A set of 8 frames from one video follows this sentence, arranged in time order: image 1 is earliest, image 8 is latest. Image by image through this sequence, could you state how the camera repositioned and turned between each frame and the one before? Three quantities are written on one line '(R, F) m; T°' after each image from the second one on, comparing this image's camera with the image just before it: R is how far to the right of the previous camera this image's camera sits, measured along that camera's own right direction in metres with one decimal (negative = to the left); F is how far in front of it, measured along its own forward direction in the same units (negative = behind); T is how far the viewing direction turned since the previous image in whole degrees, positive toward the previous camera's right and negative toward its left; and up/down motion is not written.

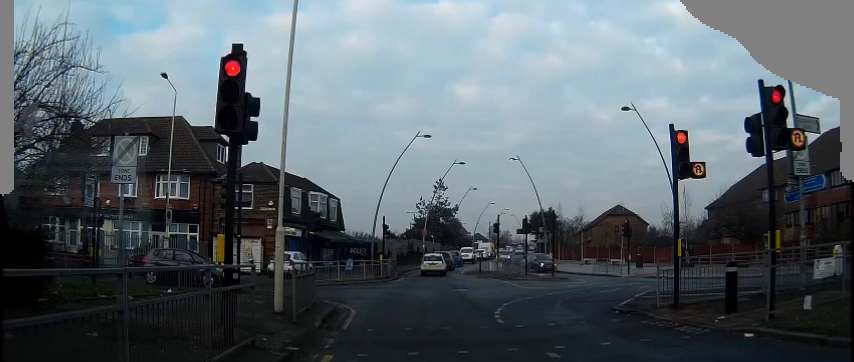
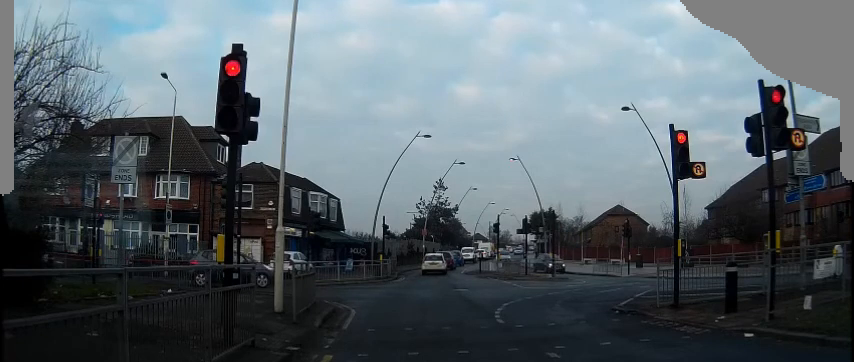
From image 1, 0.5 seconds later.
(+0.1, +0.3) m; 0°
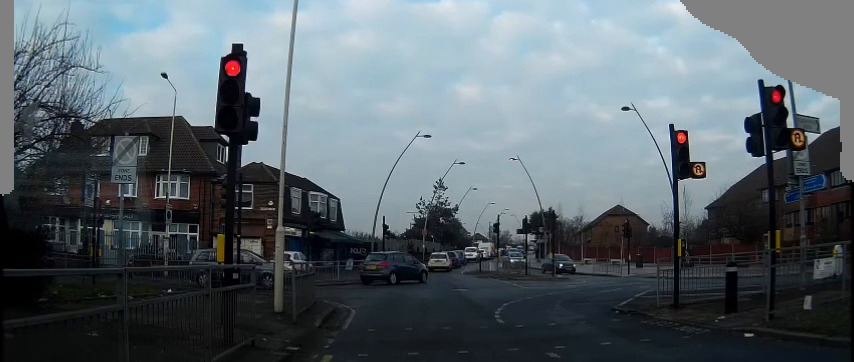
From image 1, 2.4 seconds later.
(+0.3, +0.4) m; 0°
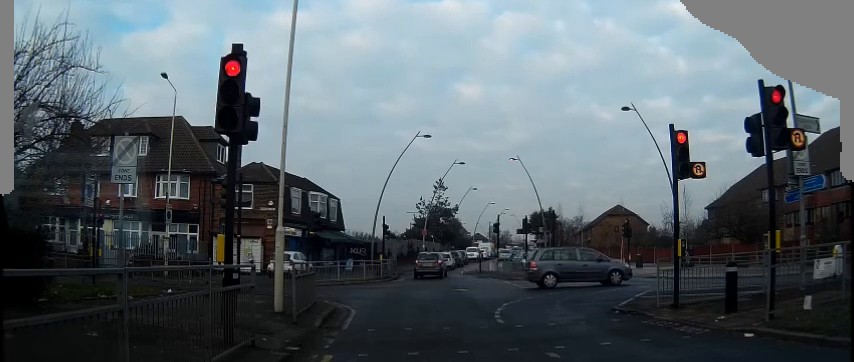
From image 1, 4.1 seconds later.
(+0.2, -0.1) m; 0°
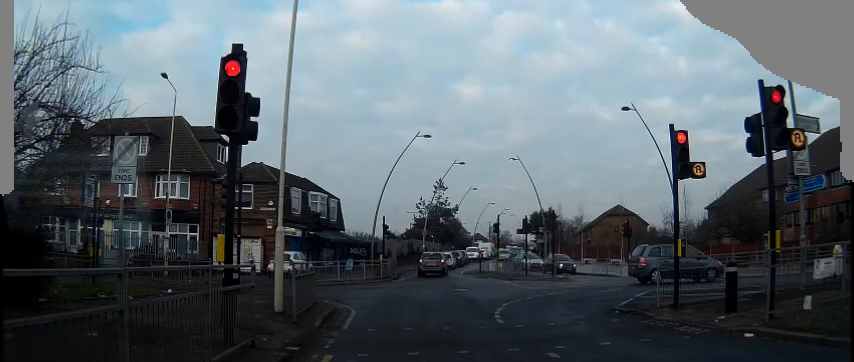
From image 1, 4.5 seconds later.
(0.0, 0.0) m; 0°
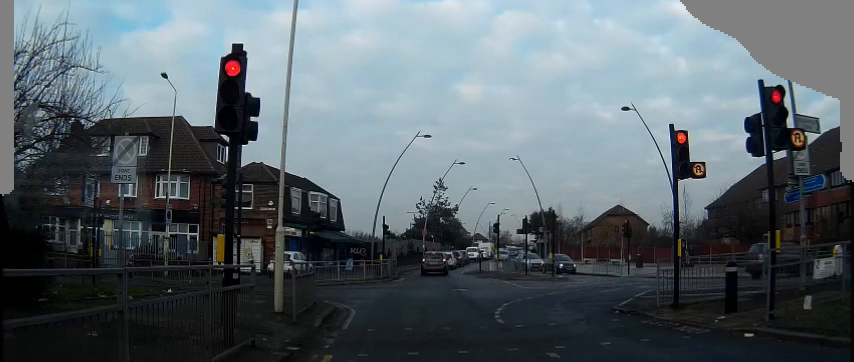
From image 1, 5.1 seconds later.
(0.0, 0.0) m; 0°
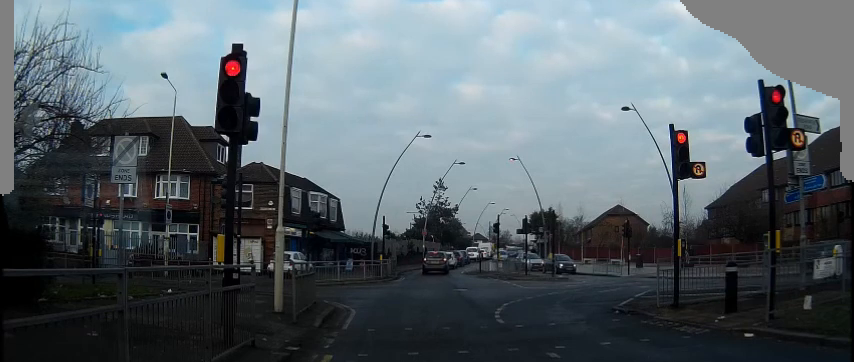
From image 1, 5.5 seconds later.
(0.0, 0.0) m; 0°
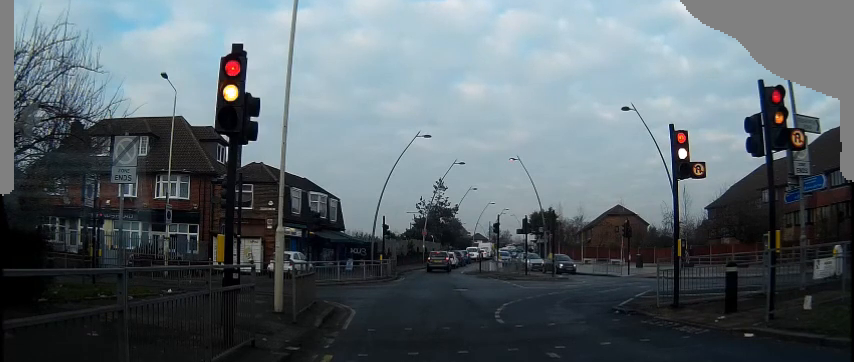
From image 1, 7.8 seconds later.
(+0.1, +0.2) m; 0°
